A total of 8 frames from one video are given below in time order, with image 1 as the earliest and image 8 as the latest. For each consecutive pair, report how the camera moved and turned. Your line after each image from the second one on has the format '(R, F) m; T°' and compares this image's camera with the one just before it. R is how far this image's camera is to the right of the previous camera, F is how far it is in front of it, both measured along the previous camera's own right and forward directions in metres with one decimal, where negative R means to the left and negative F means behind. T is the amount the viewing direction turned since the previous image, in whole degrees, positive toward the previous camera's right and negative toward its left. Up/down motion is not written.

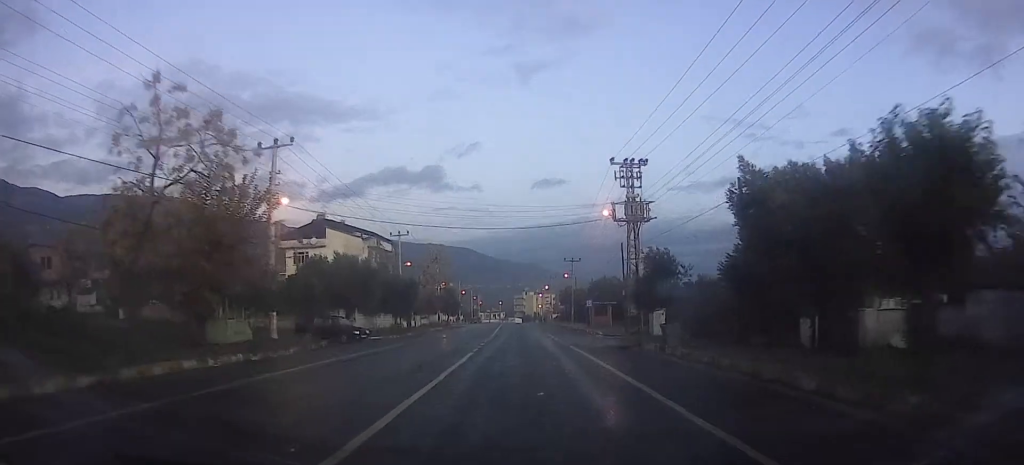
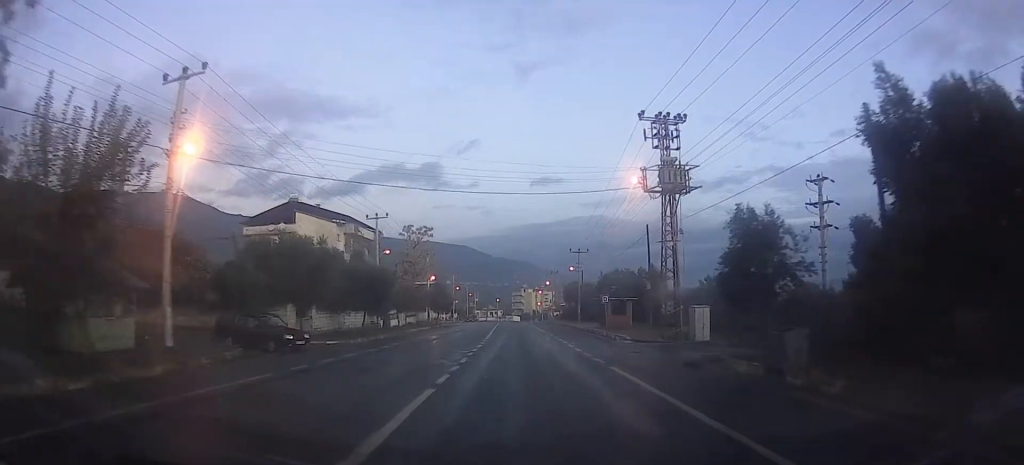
(0.0, +9.1) m; 0°
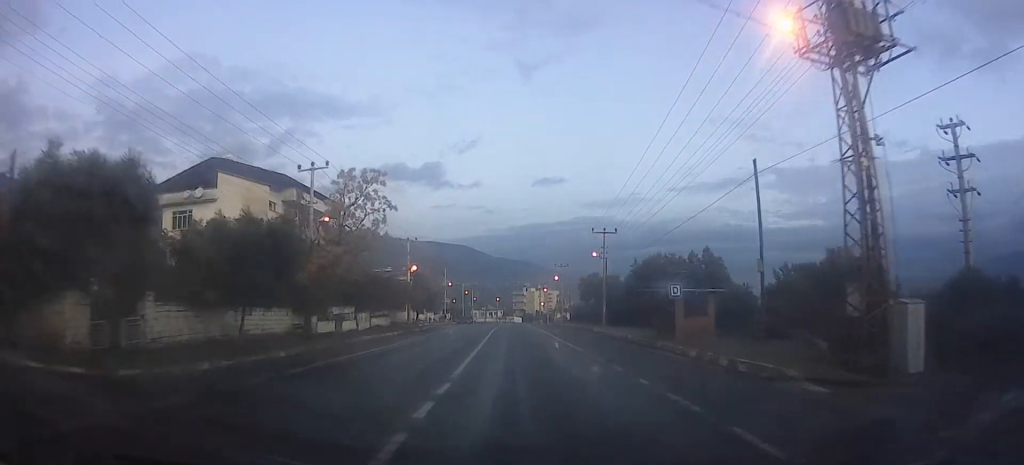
(+0.1, +16.7) m; 0°
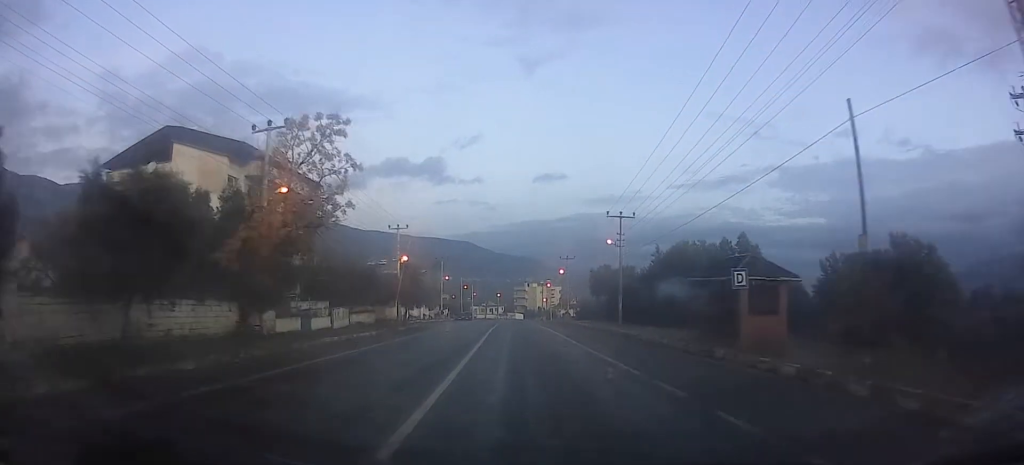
(+0.1, +6.6) m; 0°
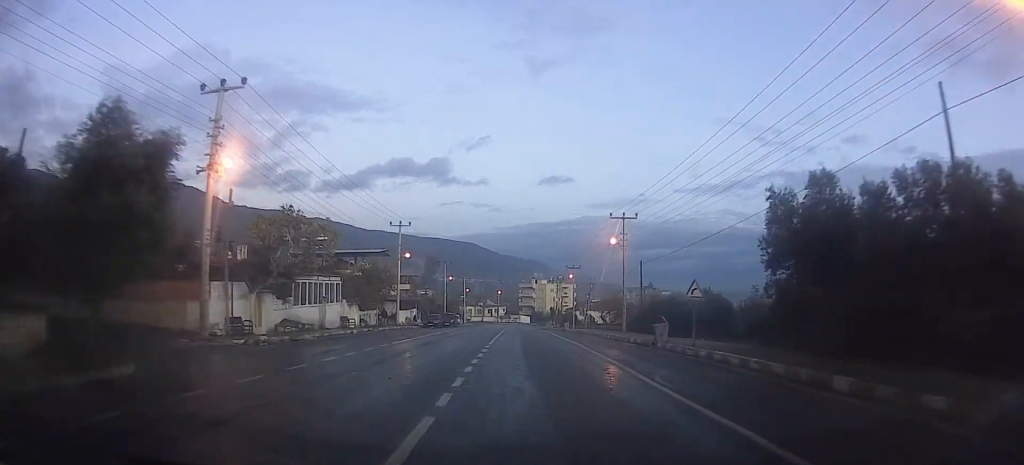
(0.0, +37.9) m; +1°
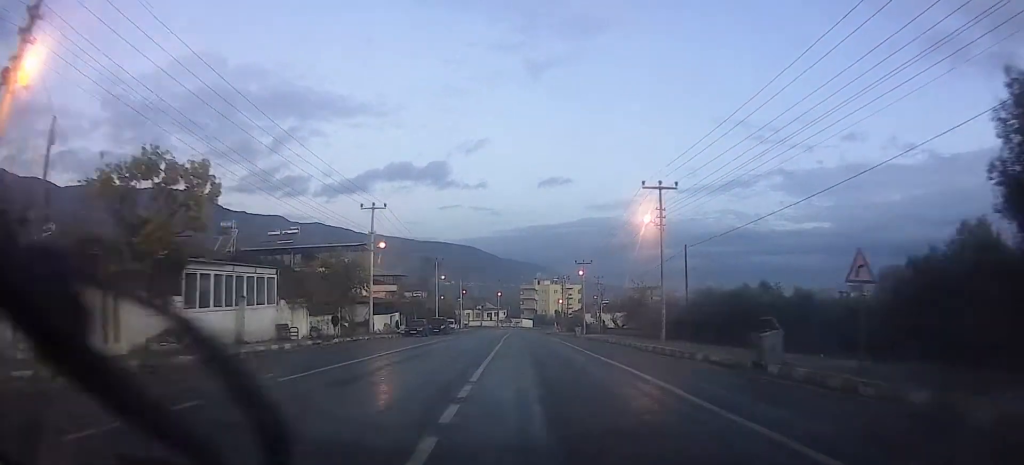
(0.0, +10.9) m; 0°
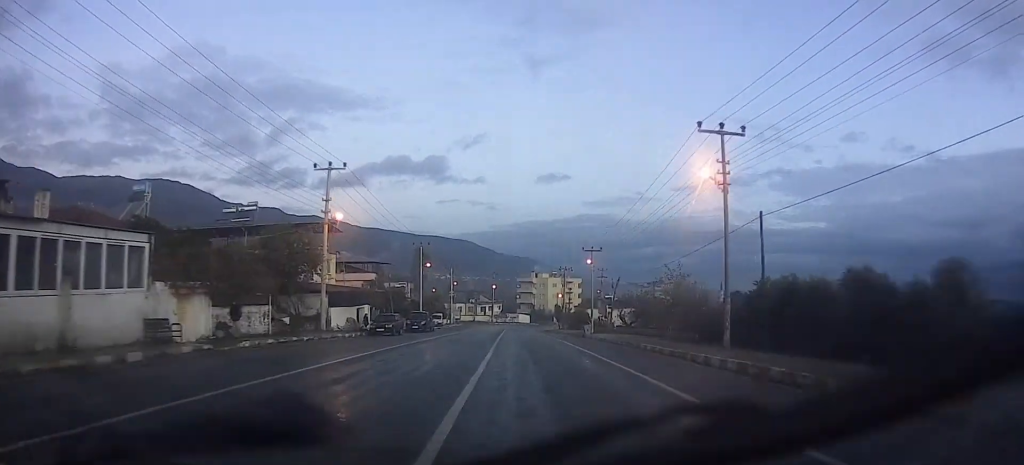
(0.0, +10.4) m; 0°
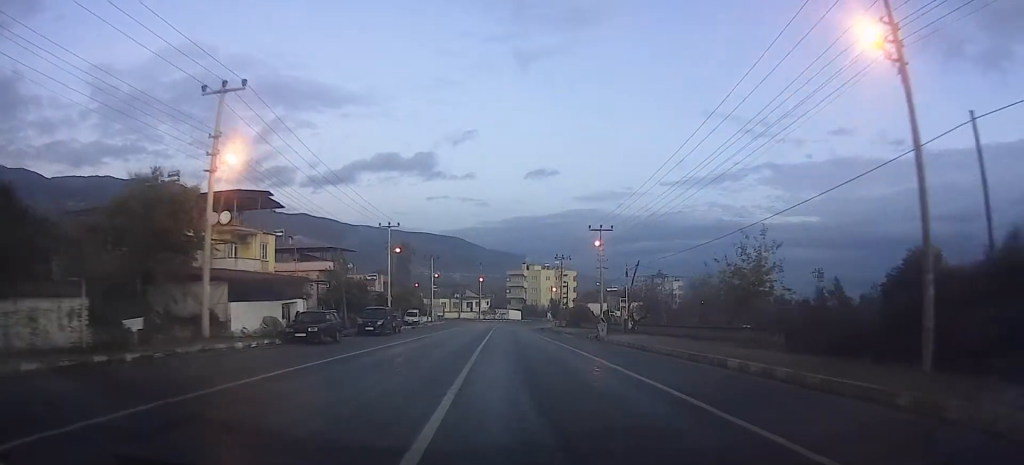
(0.0, +12.6) m; 0°
